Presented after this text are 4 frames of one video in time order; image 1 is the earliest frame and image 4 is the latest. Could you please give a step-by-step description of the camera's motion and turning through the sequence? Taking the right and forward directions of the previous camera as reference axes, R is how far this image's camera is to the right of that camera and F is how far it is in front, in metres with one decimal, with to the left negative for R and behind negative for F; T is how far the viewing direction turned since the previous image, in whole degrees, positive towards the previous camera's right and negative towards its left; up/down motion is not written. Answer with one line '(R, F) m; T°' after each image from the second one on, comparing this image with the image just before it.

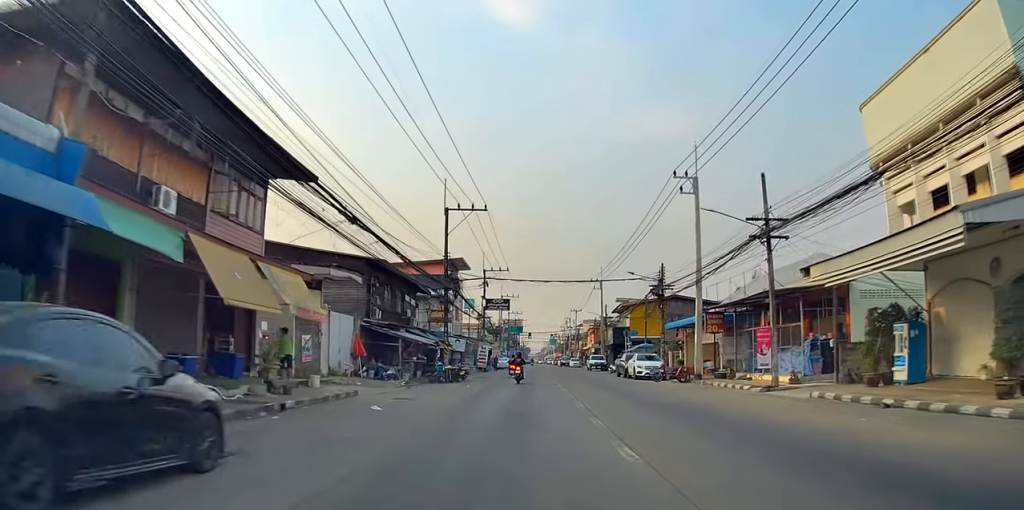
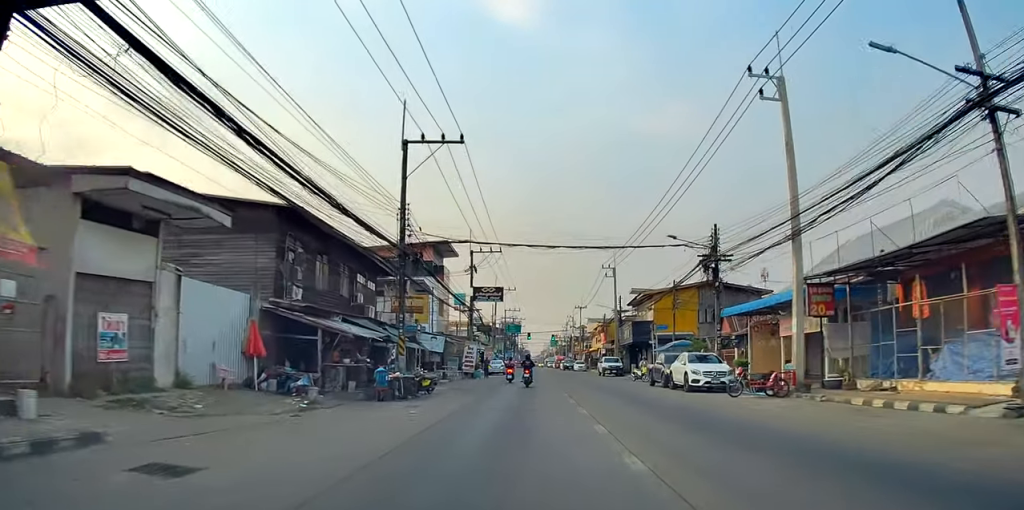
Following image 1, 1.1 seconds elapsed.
(+0.4, +11.7) m; +3°
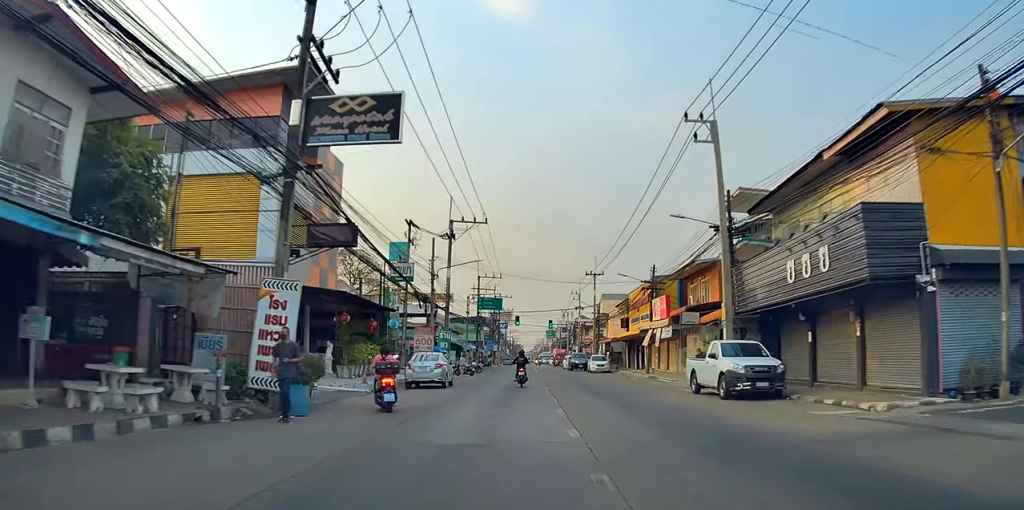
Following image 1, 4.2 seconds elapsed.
(-0.2, +36.0) m; -3°
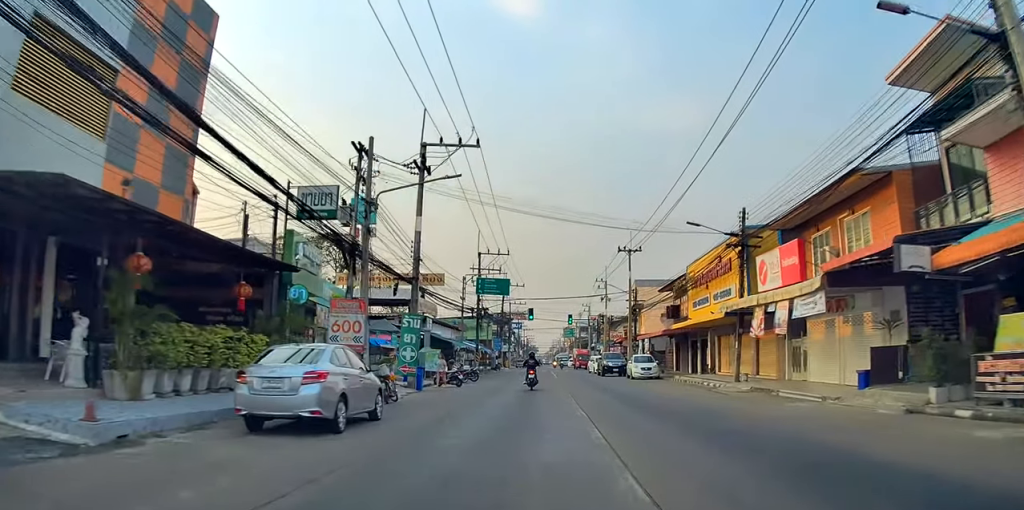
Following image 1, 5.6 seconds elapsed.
(-0.5, +15.9) m; +2°
